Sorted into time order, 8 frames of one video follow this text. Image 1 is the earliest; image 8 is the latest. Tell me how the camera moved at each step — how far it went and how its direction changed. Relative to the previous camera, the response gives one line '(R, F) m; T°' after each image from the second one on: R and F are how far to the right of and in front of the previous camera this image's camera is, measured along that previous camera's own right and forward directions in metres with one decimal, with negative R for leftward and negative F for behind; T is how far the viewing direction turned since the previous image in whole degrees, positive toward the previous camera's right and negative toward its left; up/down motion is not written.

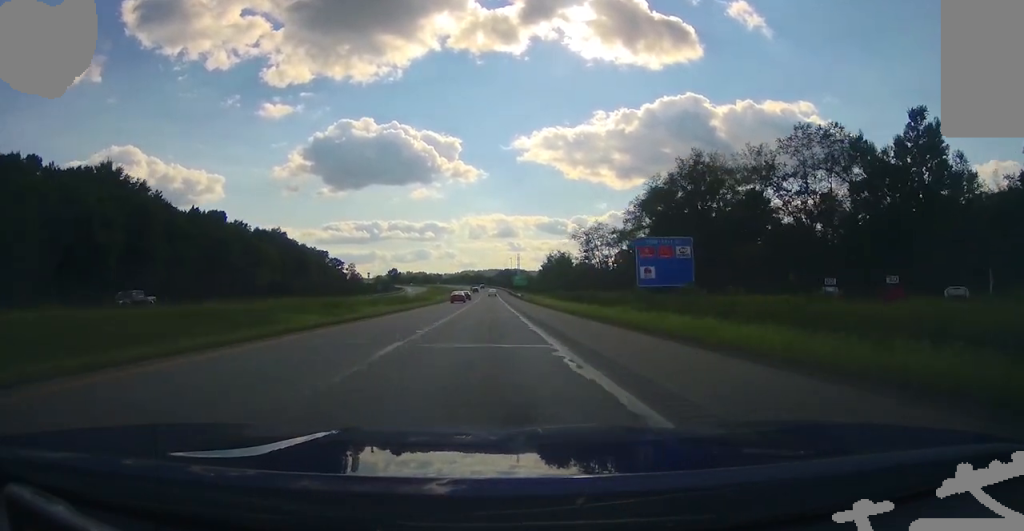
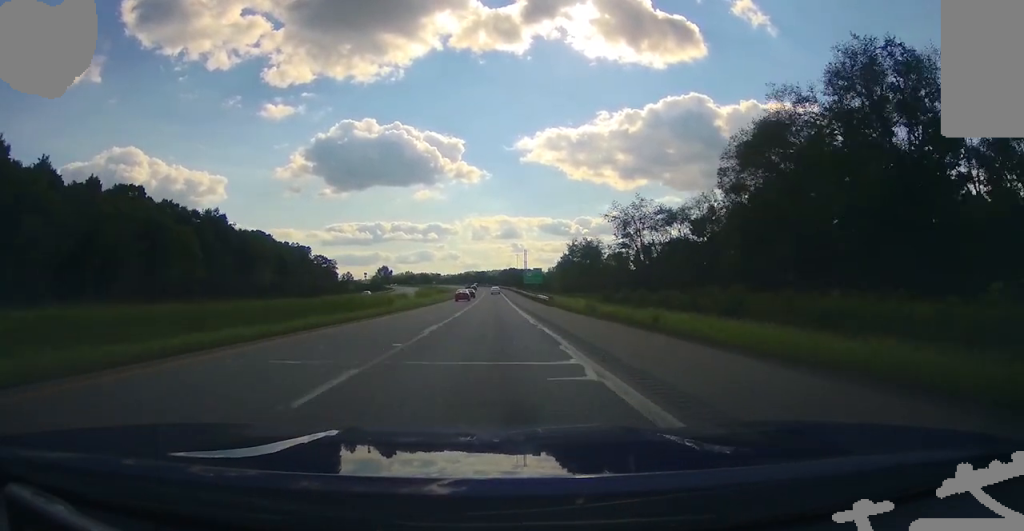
(0.0, +41.8) m; 0°
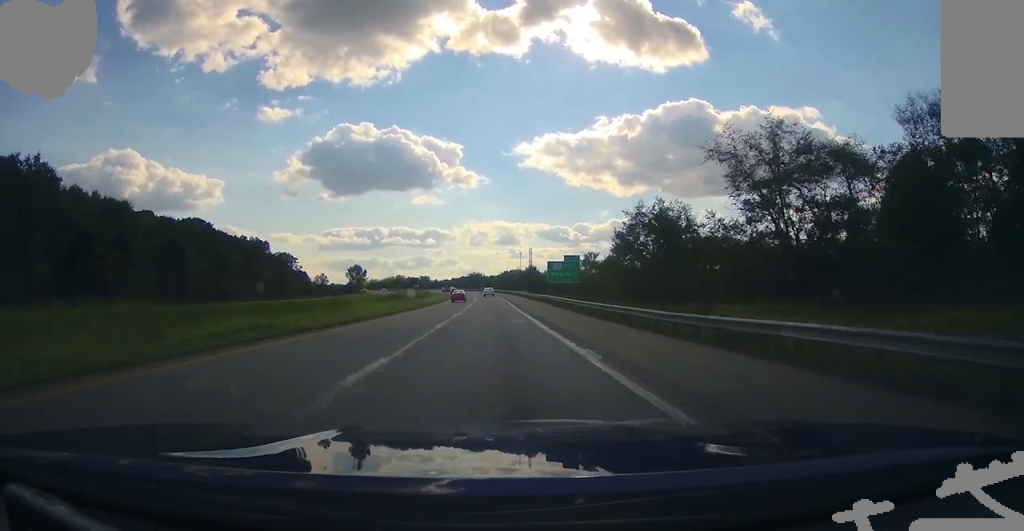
(-0.1, +59.0) m; 0°
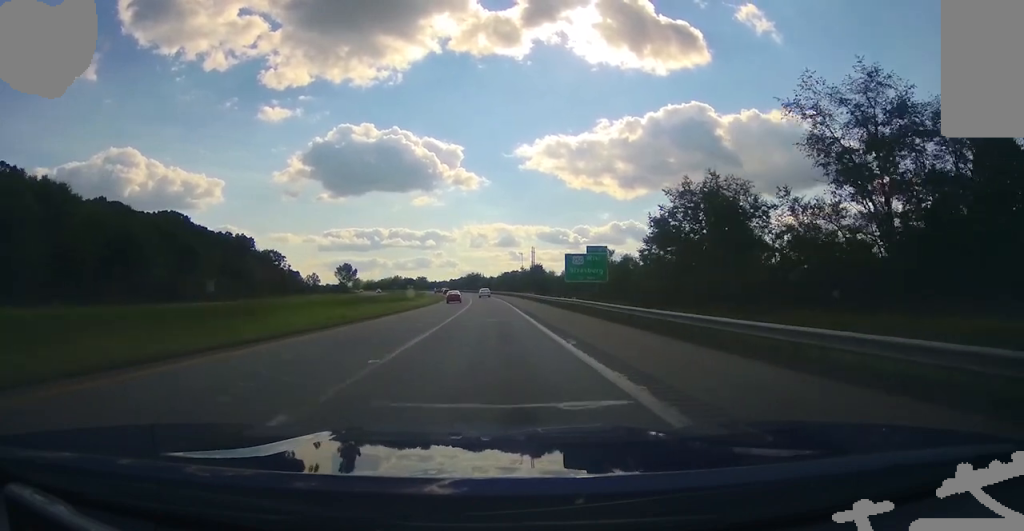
(+0.1, +17.5) m; 0°
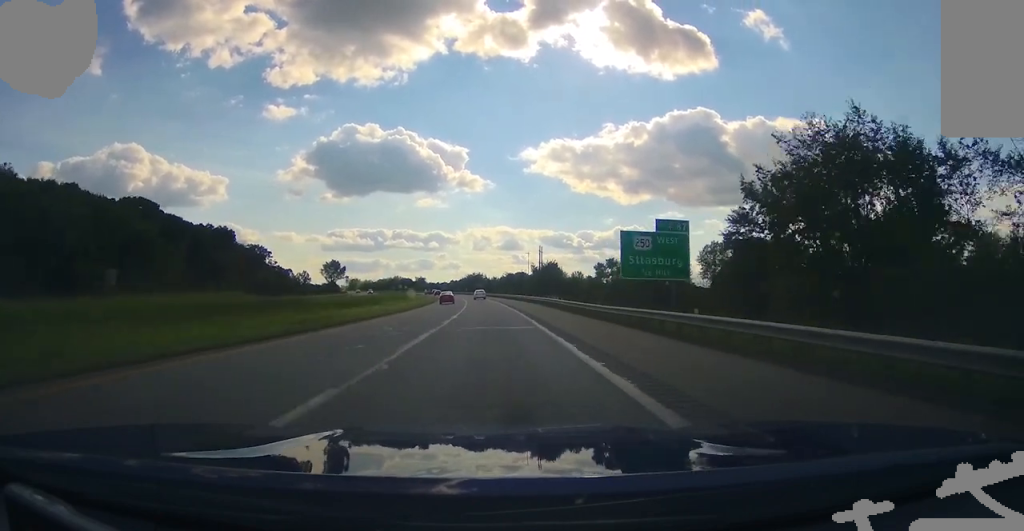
(0.0, +22.9) m; 0°
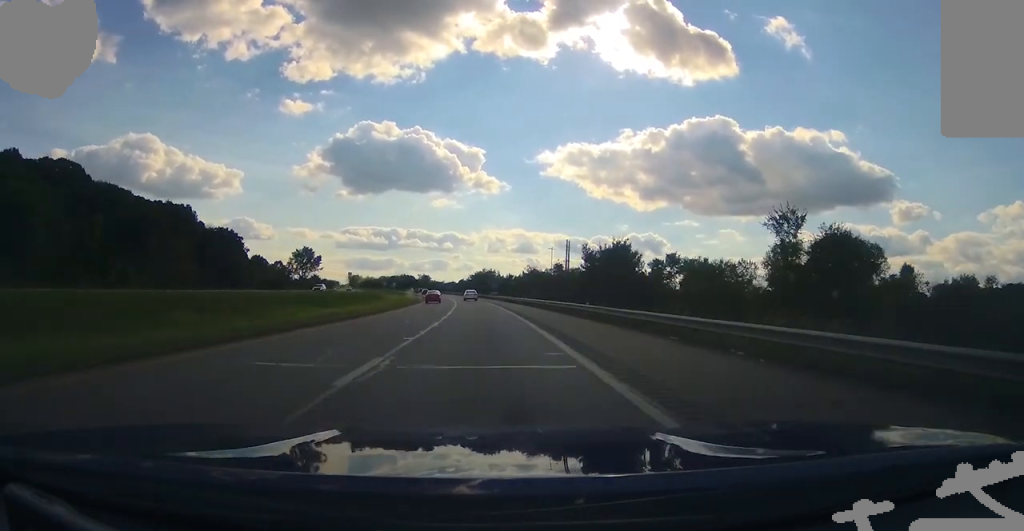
(-0.2, +45.4) m; -2°
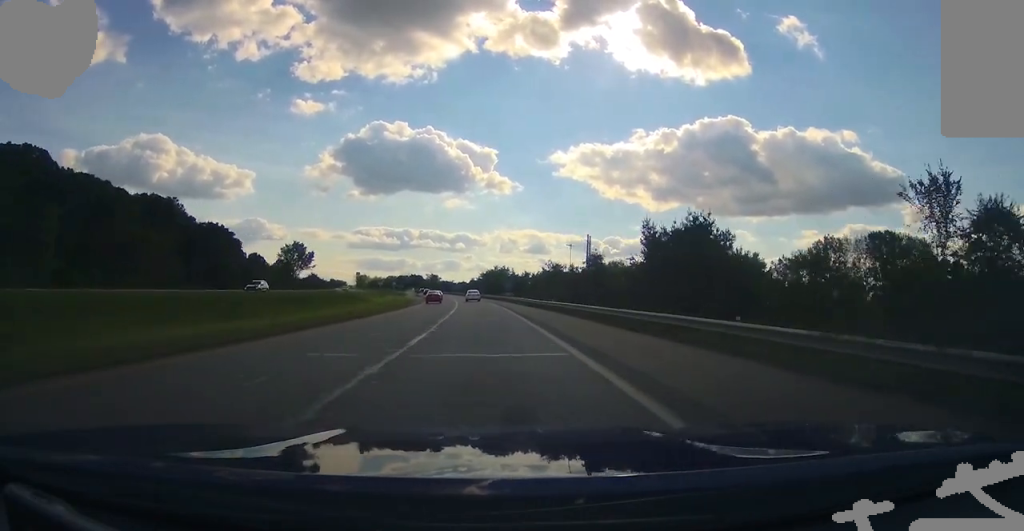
(0.0, +18.2) m; -1°
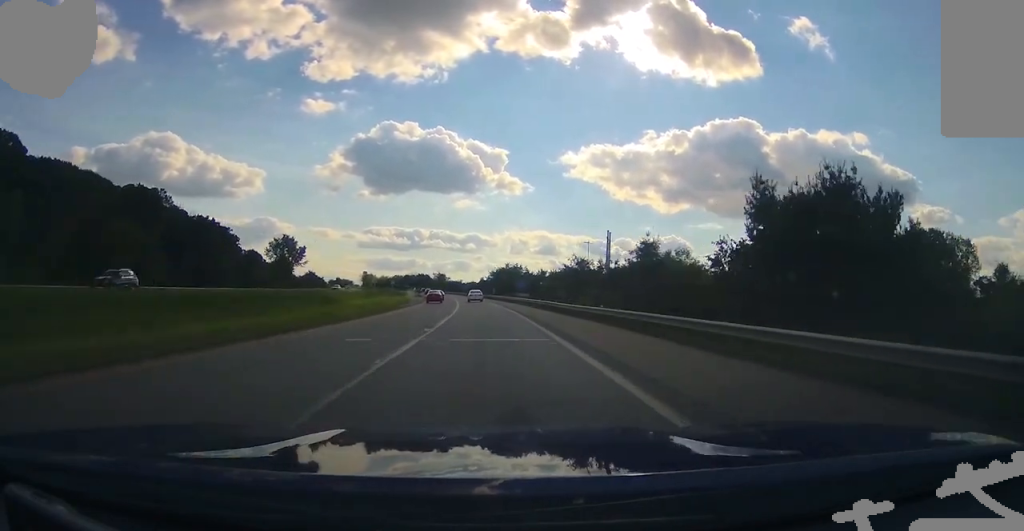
(-0.5, +14.8) m; -1°
